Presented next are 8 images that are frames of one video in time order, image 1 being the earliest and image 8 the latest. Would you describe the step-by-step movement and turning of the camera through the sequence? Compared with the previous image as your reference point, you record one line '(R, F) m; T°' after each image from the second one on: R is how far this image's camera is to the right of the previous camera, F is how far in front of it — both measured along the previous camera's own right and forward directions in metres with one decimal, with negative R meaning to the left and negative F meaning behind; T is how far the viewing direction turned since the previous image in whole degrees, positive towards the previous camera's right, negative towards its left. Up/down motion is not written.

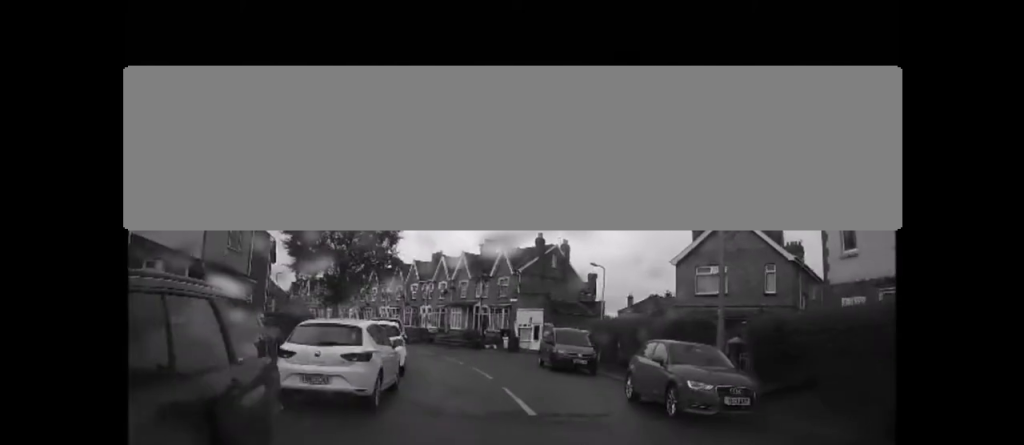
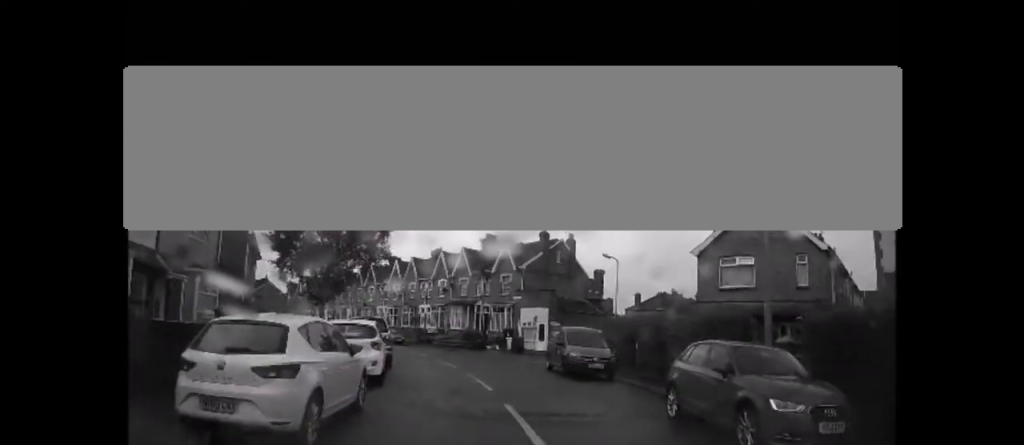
(0.0, +2.9) m; 0°
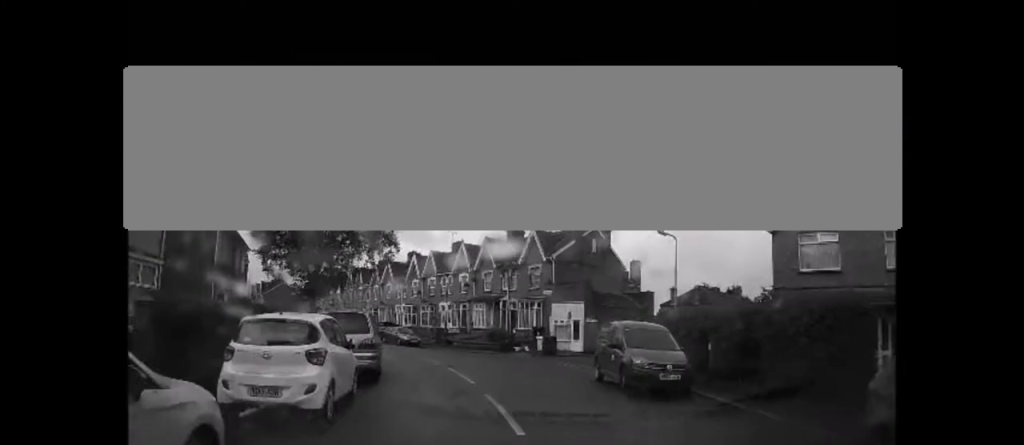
(-0.1, +4.6) m; -4°
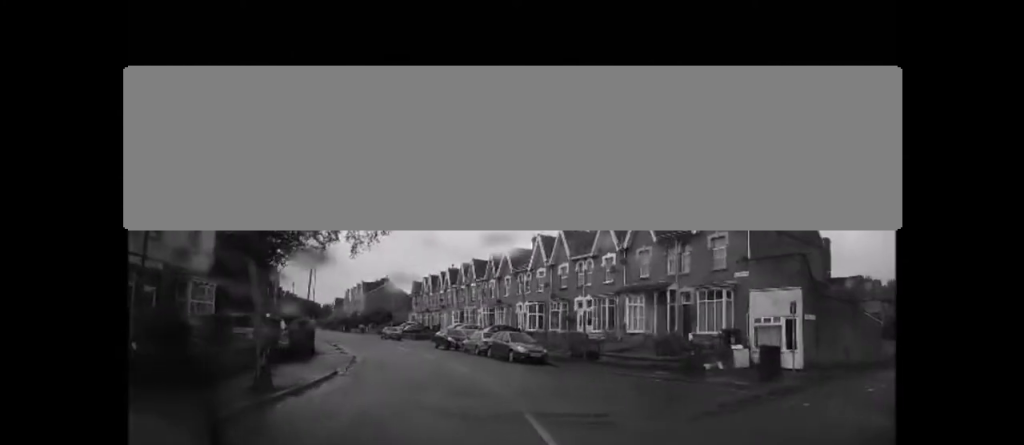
(-1.4, +13.9) m; -14°
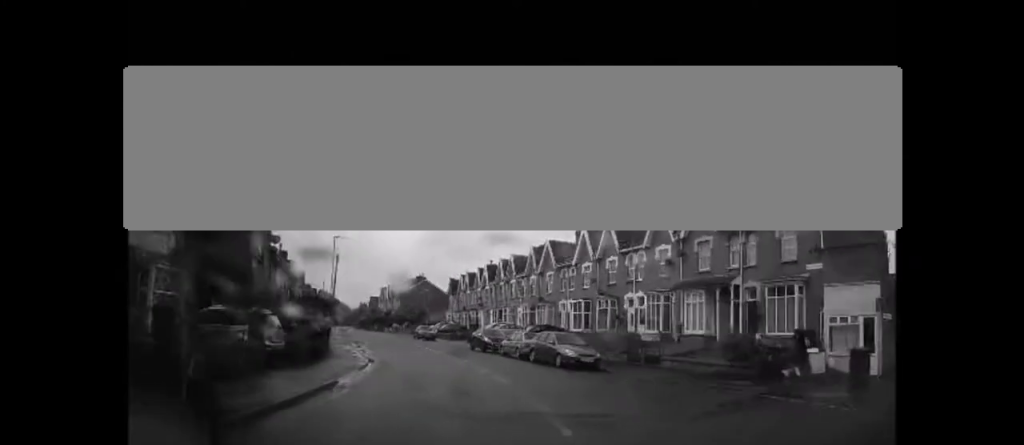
(-0.1, +3.6) m; -4°
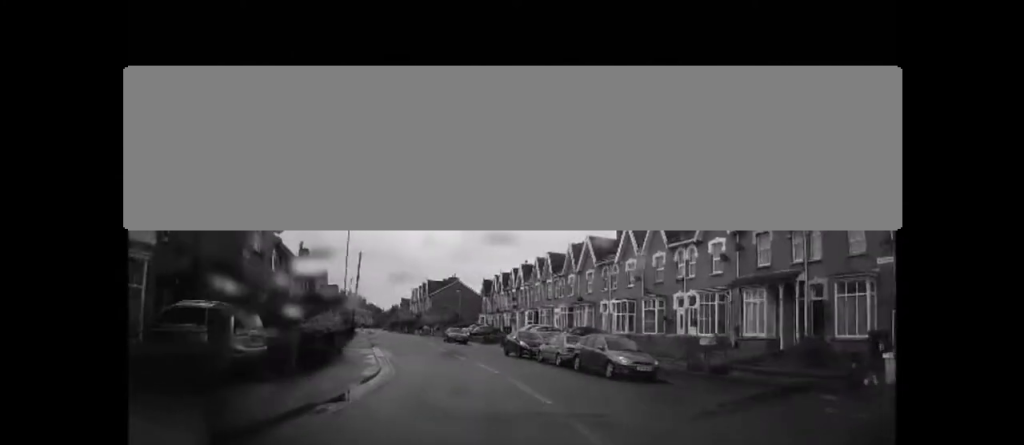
(-0.1, +3.5) m; -3°
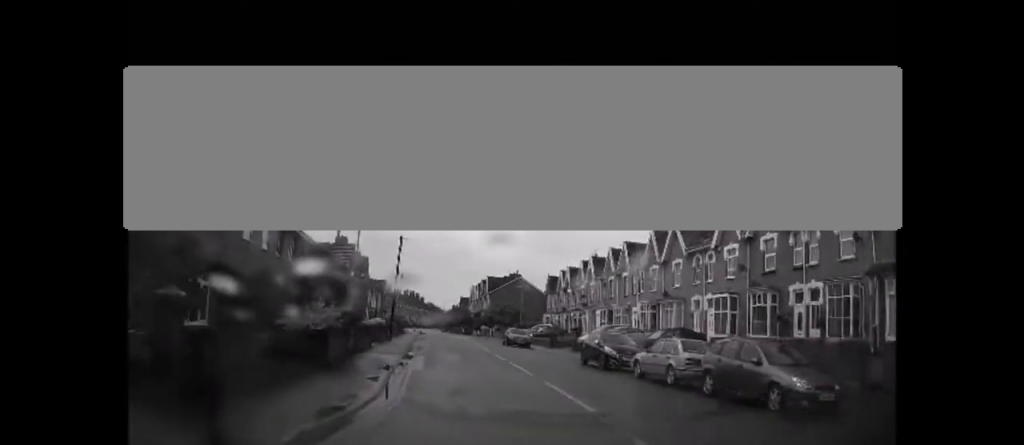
(-0.4, +7.5) m; -6°
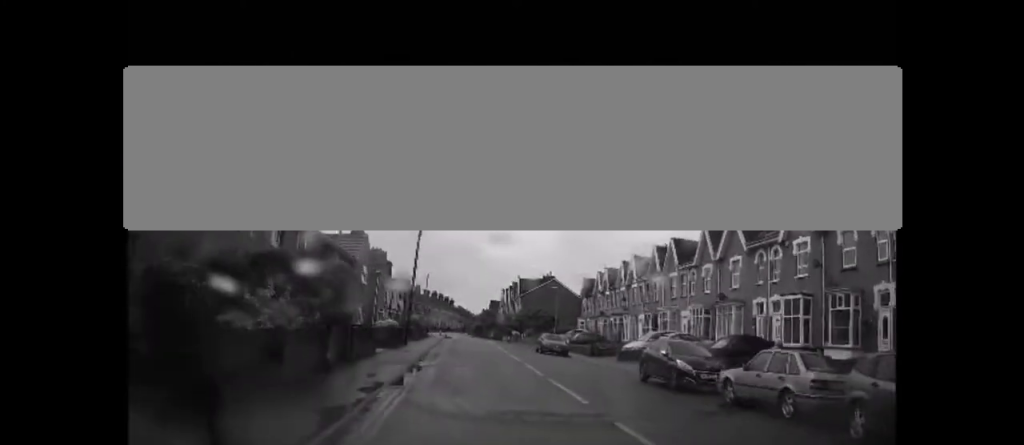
(-0.1, +5.0) m; -4°
